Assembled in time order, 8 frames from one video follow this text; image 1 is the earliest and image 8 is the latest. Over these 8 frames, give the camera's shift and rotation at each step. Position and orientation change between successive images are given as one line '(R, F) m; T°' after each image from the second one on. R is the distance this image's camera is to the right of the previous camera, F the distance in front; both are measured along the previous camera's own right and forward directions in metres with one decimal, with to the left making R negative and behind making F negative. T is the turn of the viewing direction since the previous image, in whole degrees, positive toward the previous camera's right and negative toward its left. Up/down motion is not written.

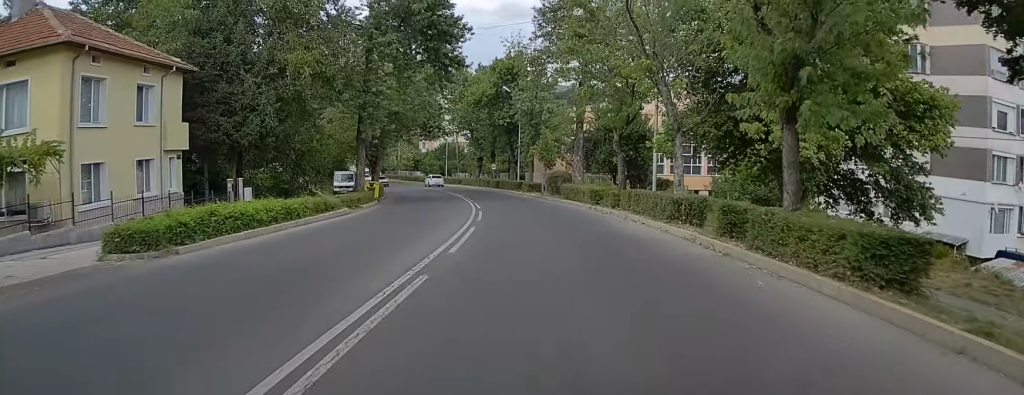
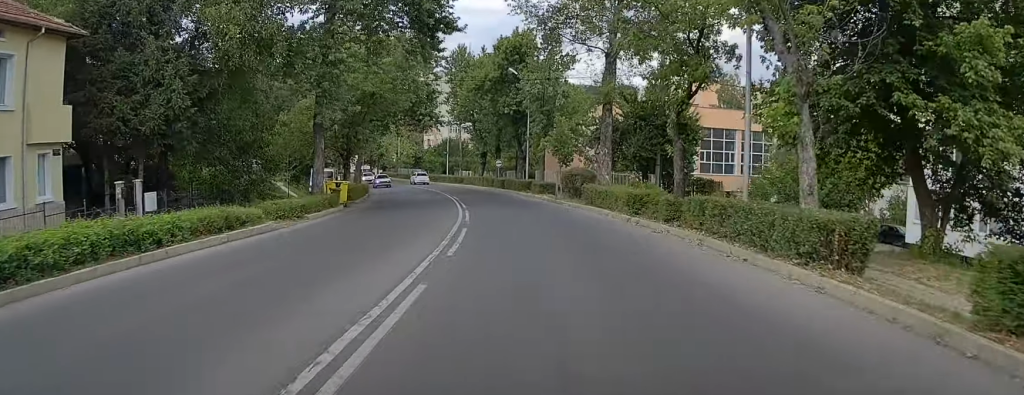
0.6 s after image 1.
(0.0, +9.4) m; 0°
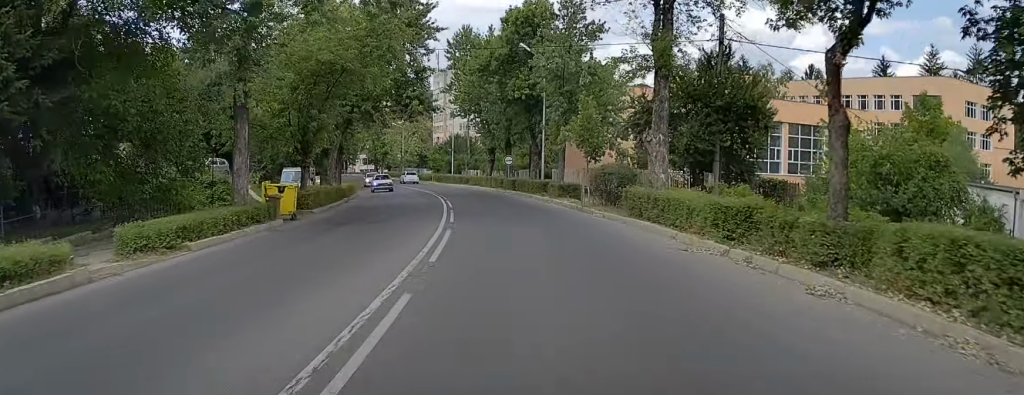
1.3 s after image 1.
(+0.1, +9.4) m; -1°
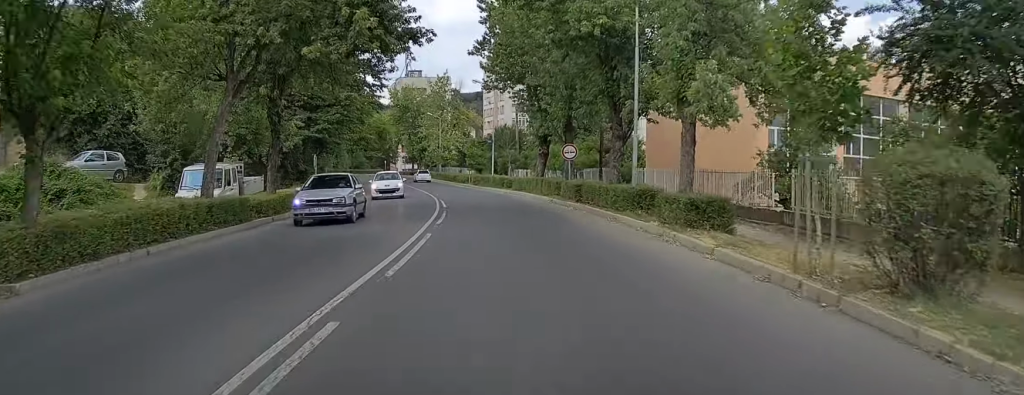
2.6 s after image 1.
(-0.8, +19.3) m; -4°
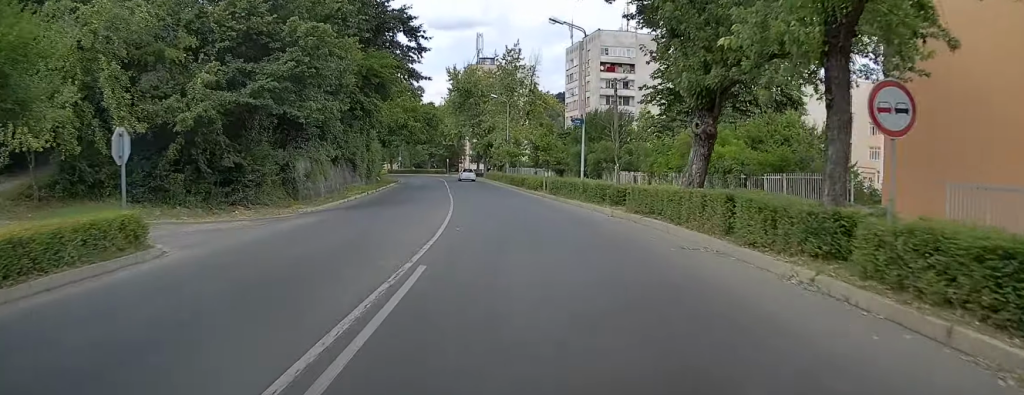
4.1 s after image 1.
(-0.9, +23.1) m; -5°
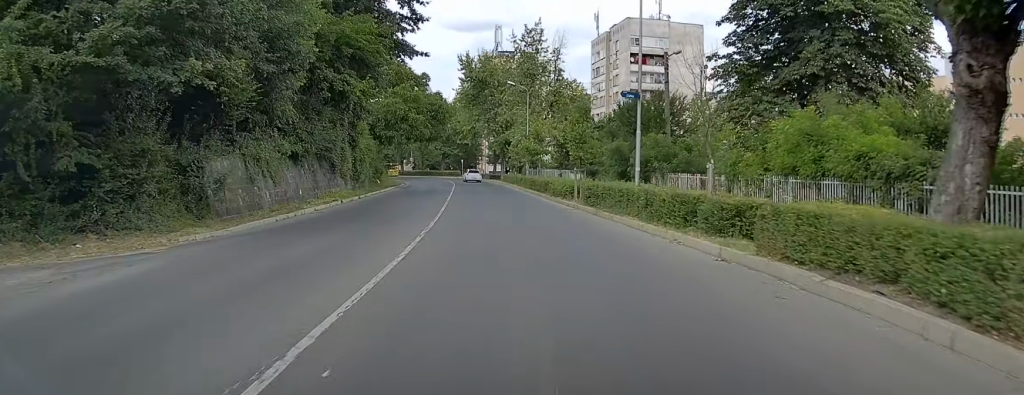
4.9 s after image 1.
(-0.3, +11.4) m; -2°
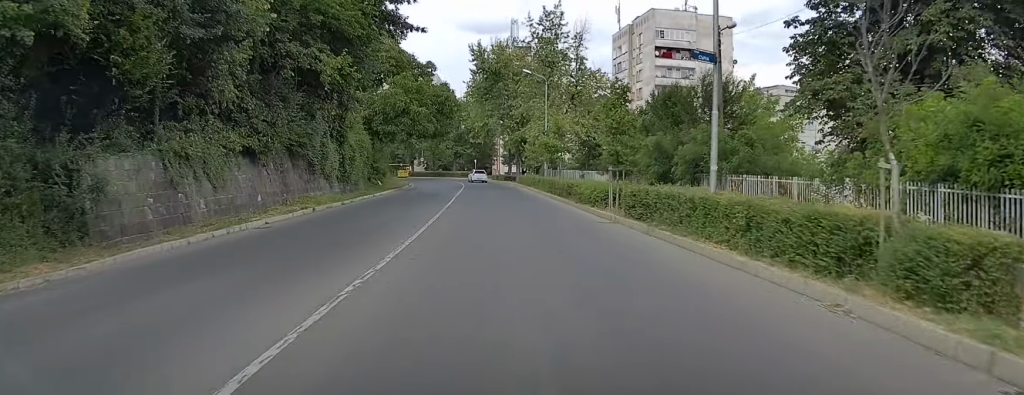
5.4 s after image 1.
(-0.1, +7.4) m; -1°
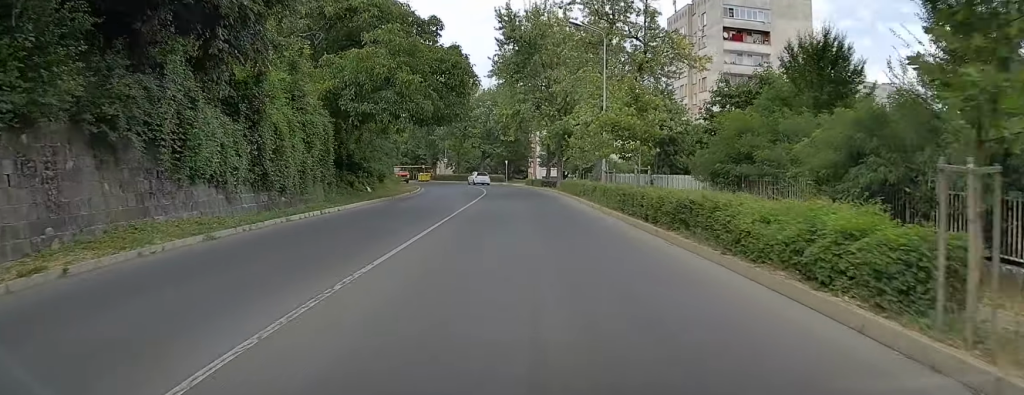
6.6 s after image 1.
(-0.5, +18.0) m; -3°
